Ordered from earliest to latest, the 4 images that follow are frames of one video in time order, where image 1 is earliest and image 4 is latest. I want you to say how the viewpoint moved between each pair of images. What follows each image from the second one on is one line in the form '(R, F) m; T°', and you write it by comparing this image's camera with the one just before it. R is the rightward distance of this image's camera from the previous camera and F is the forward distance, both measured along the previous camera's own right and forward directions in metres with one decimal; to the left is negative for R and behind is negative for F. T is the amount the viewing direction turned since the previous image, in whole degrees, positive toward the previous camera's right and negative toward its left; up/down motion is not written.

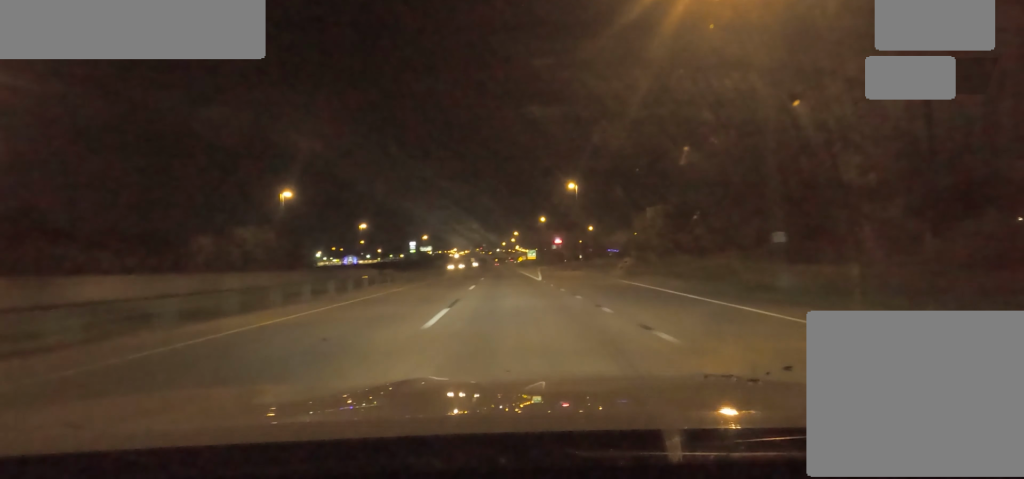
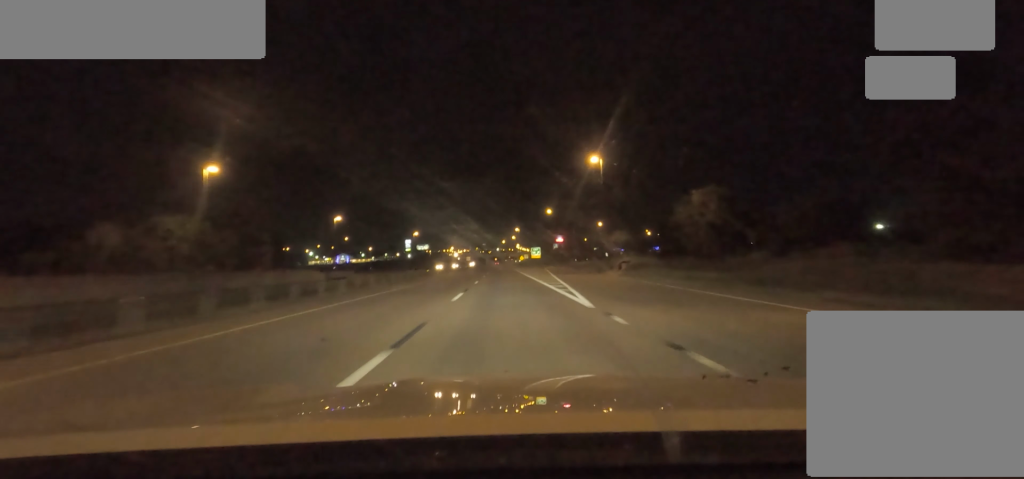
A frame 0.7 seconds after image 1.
(+0.3, +20.1) m; 0°
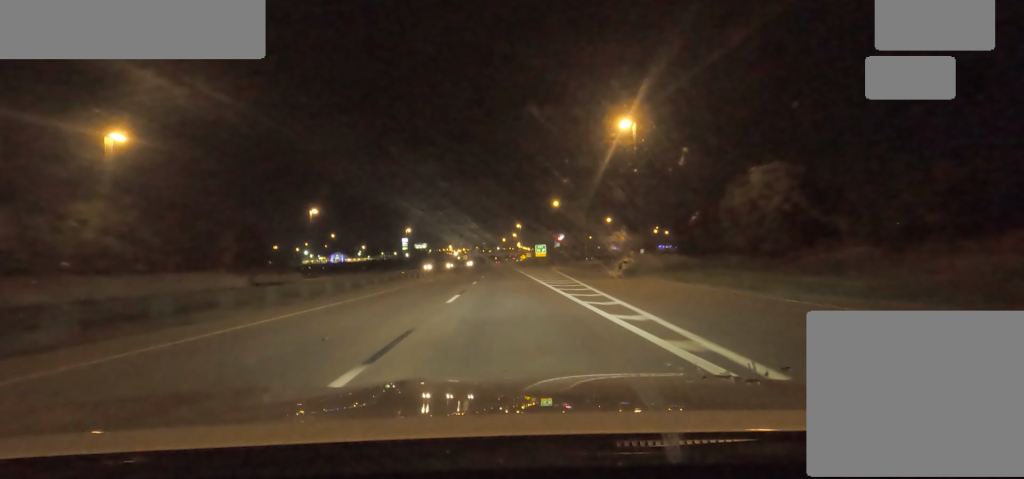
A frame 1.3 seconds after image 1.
(+0.8, +14.7) m; 0°
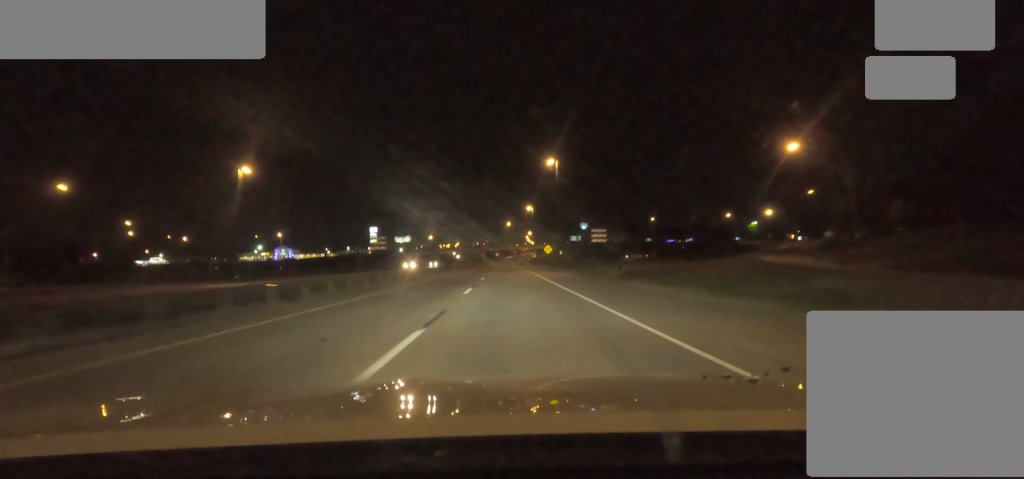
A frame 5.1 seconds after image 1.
(-2.9, +104.1) m; -1°
